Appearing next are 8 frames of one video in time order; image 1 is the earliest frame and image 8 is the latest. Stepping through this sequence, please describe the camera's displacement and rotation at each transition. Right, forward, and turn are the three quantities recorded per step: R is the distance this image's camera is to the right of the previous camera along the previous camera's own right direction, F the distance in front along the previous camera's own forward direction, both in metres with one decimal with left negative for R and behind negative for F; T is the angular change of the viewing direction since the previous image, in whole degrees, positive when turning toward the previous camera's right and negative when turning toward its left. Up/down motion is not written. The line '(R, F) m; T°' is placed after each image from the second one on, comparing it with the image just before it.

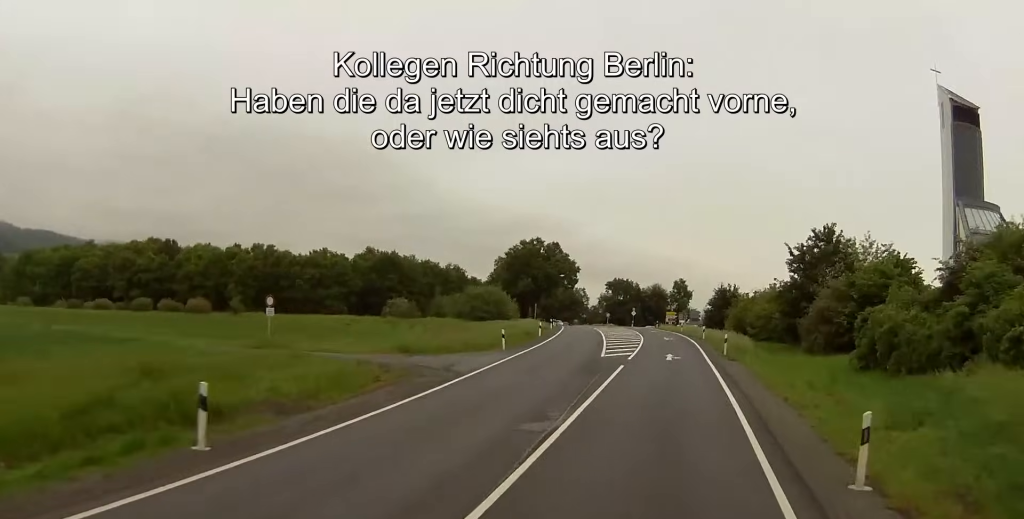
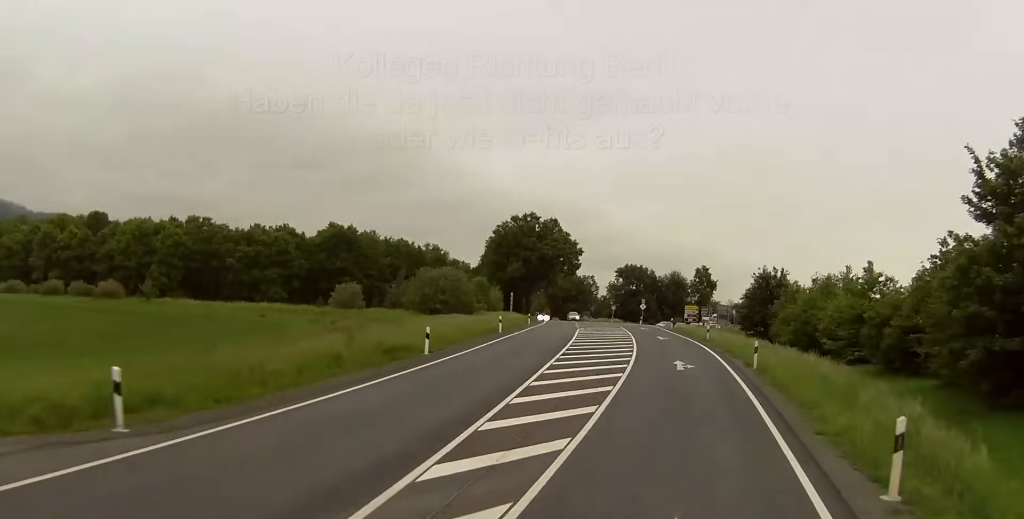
(-0.6, +37.2) m; -1°
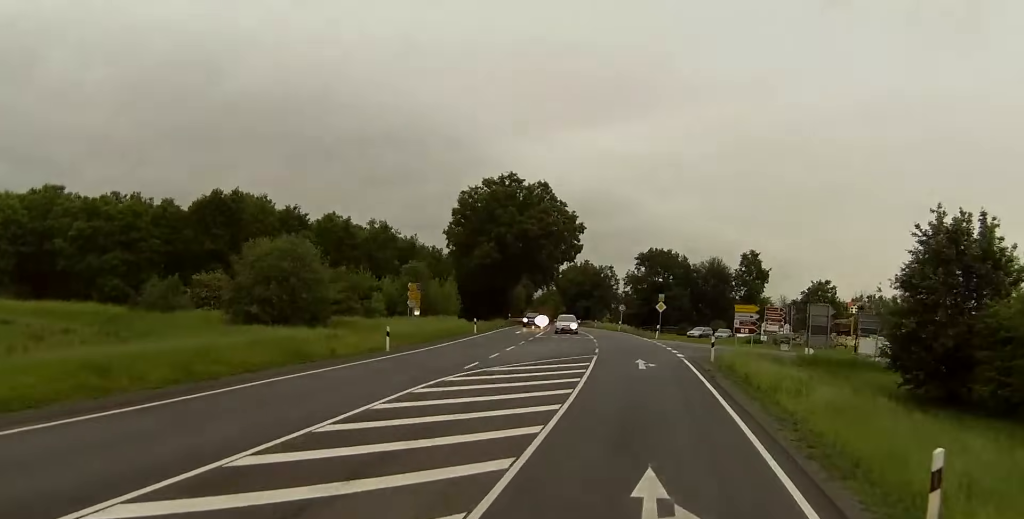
(-2.7, +61.2) m; -5°
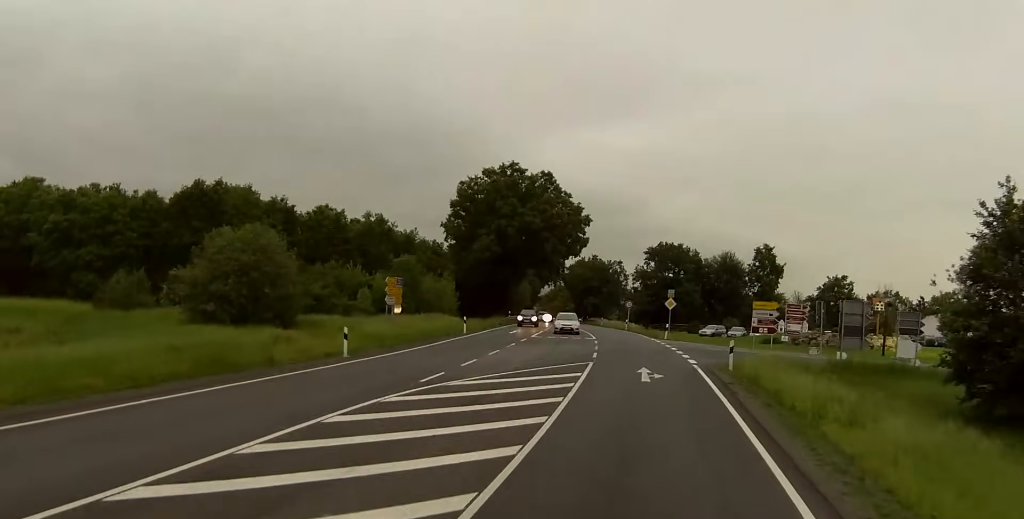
(-0.1, +7.3) m; 0°
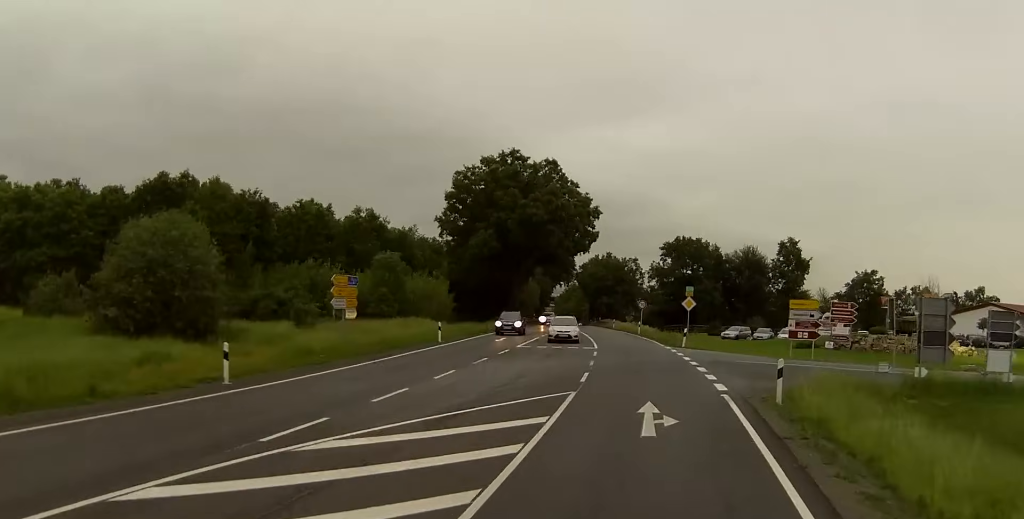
(-0.1, +11.8) m; 0°
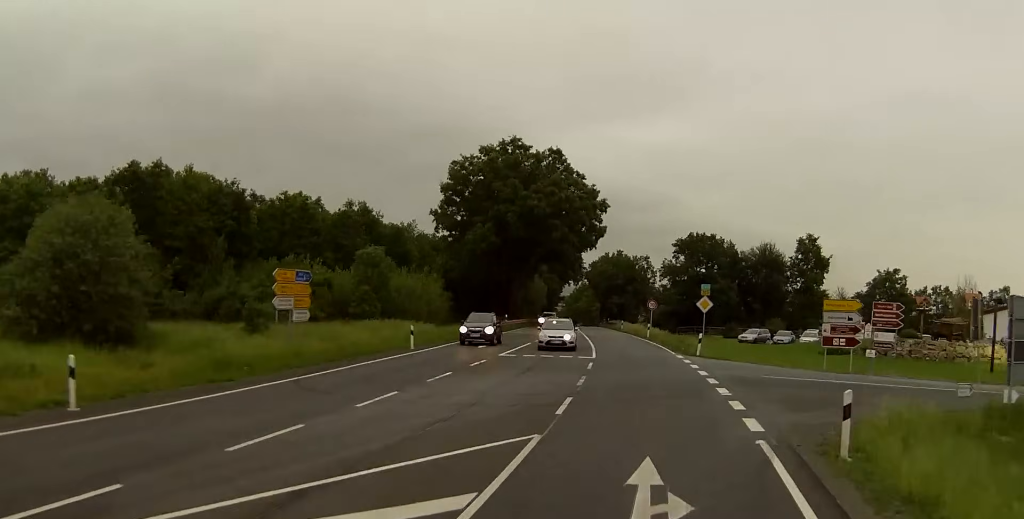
(0.0, +8.0) m; 0°
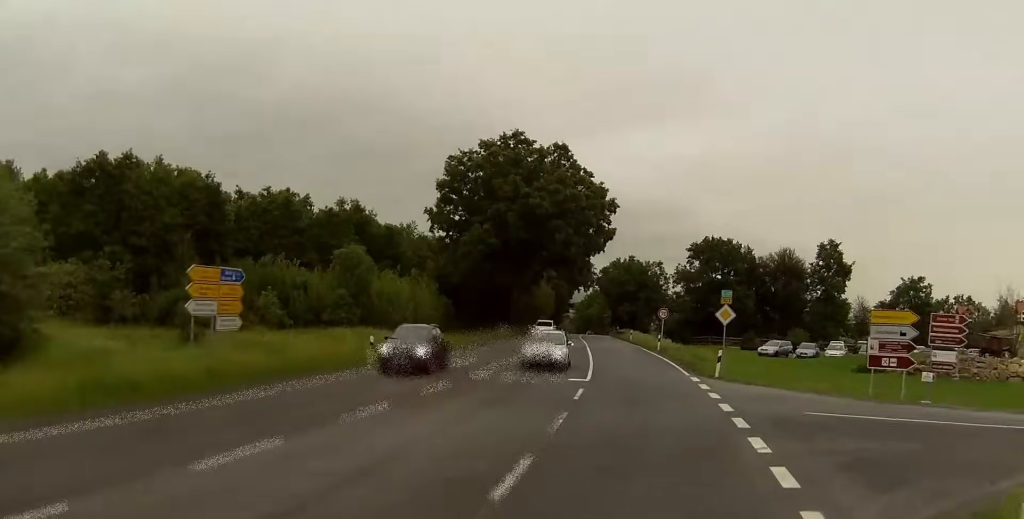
(0.0, +7.8) m; 0°
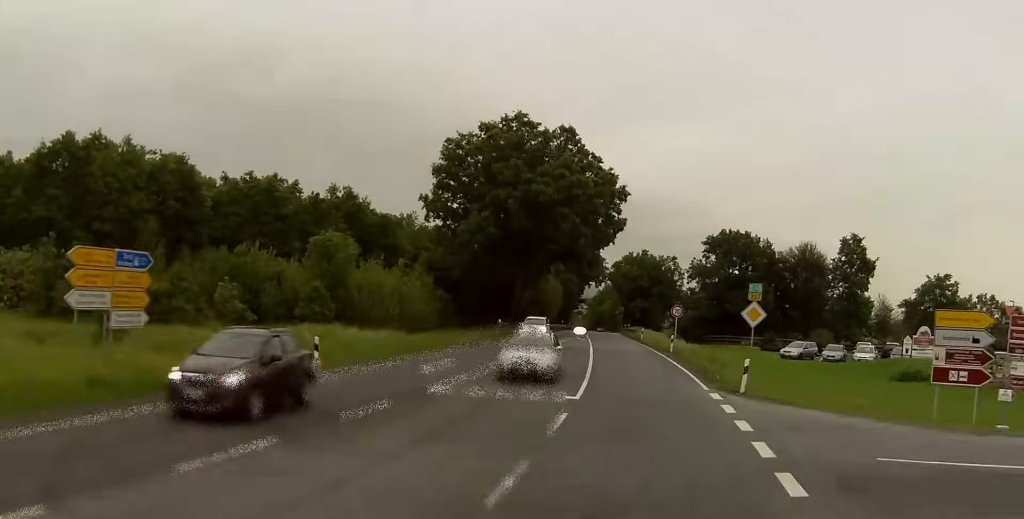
(0.0, +7.1) m; 0°
